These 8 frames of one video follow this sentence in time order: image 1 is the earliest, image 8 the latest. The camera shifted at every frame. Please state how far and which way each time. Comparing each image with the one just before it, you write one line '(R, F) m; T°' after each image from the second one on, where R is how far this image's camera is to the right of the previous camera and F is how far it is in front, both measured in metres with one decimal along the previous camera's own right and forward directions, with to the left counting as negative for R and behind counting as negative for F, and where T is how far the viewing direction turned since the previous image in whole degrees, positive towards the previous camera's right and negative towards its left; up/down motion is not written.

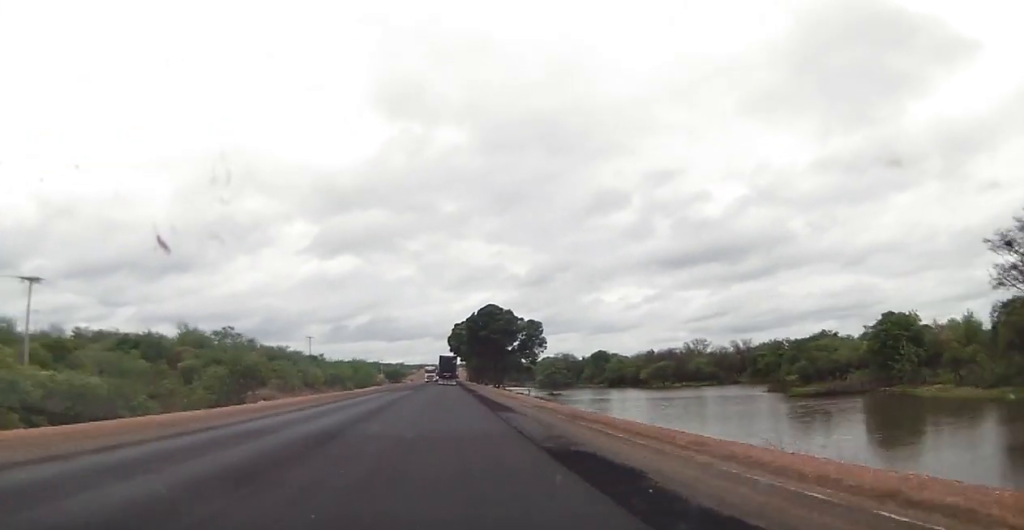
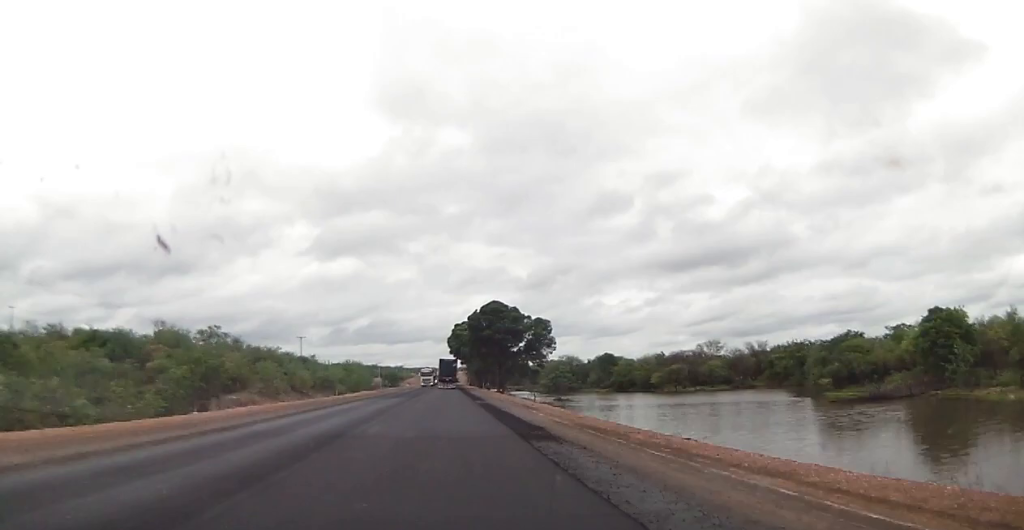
(+0.1, +11.2) m; -1°
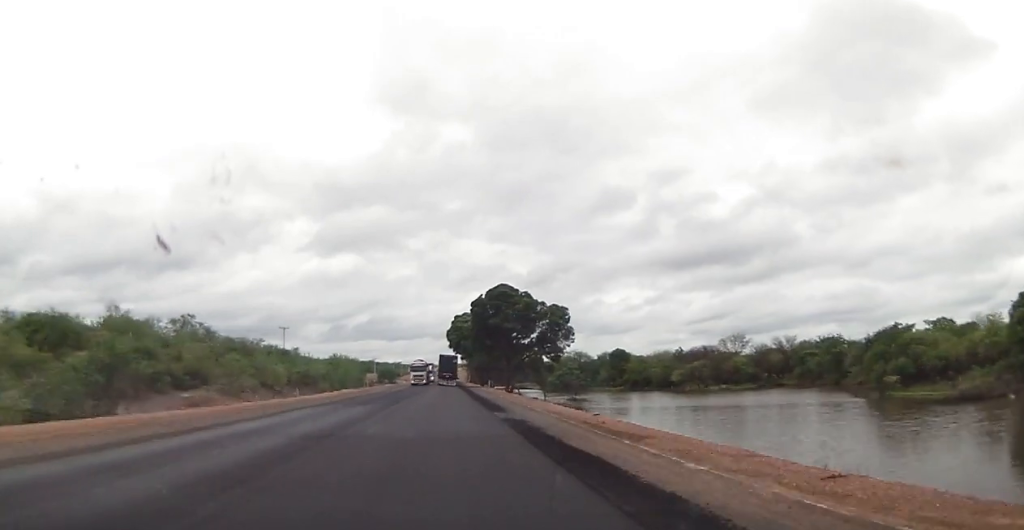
(-0.2, +18.1) m; 0°
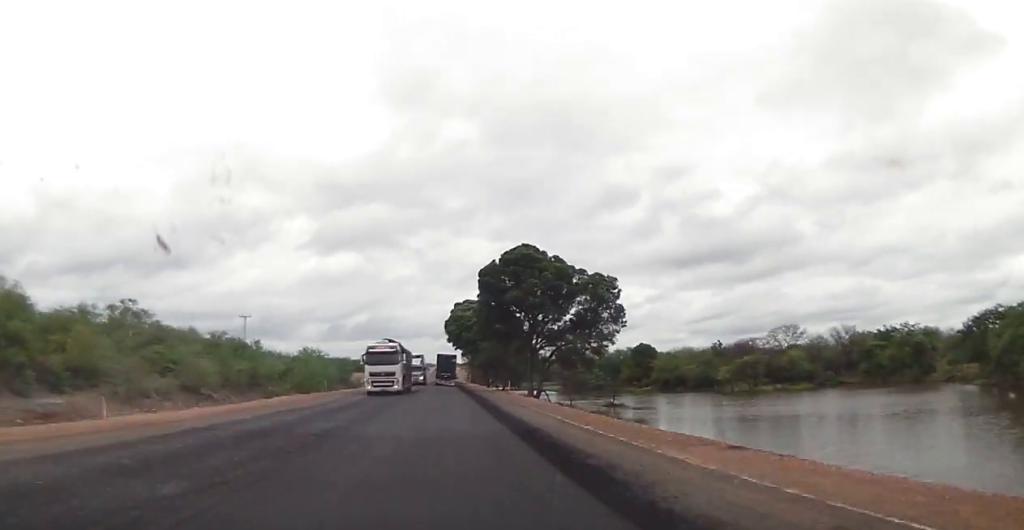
(+0.1, +30.3) m; +1°
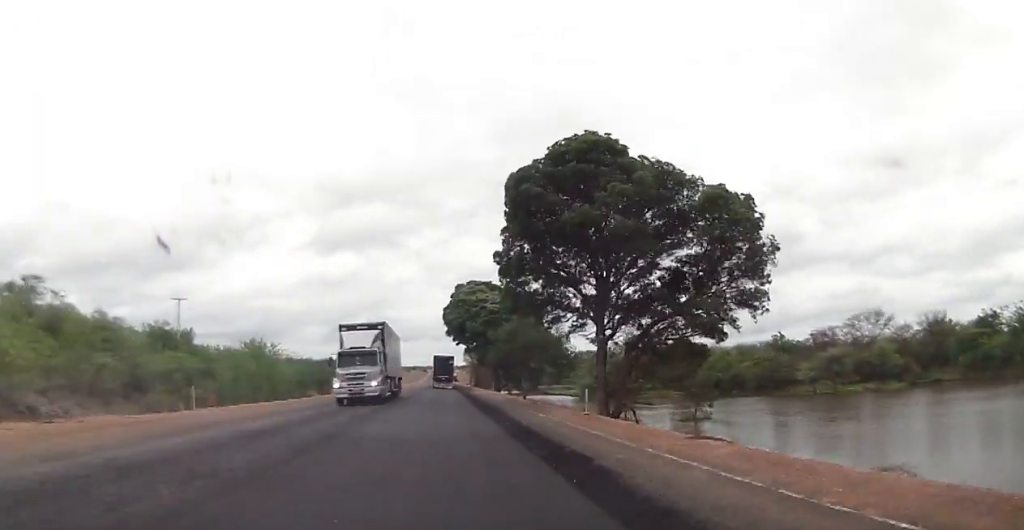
(+0.3, +33.1) m; -1°
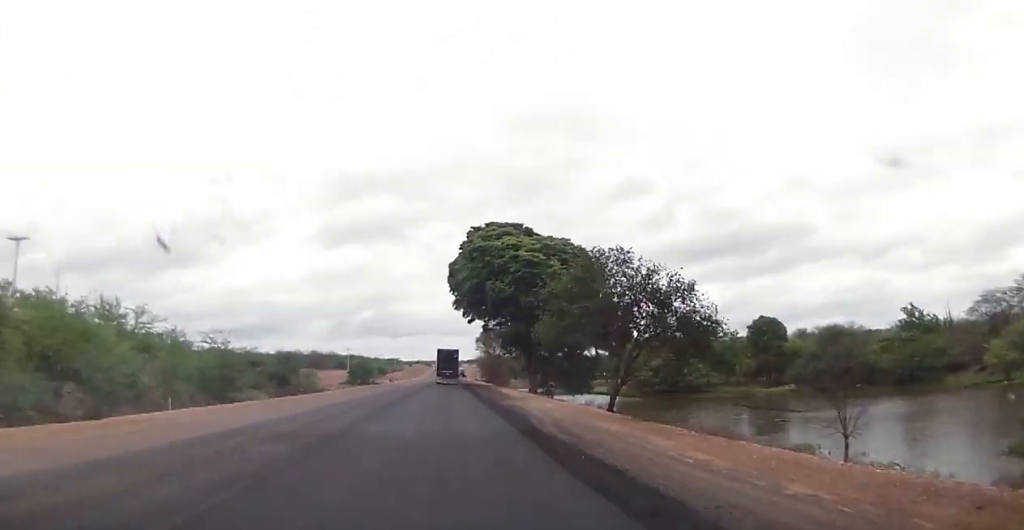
(-0.4, +42.4) m; 0°
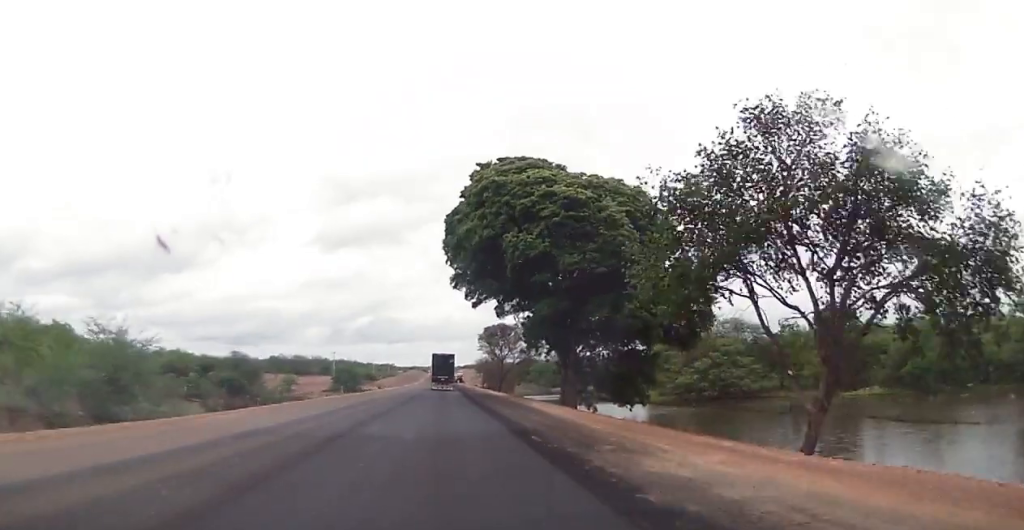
(+0.3, +24.8) m; 0°
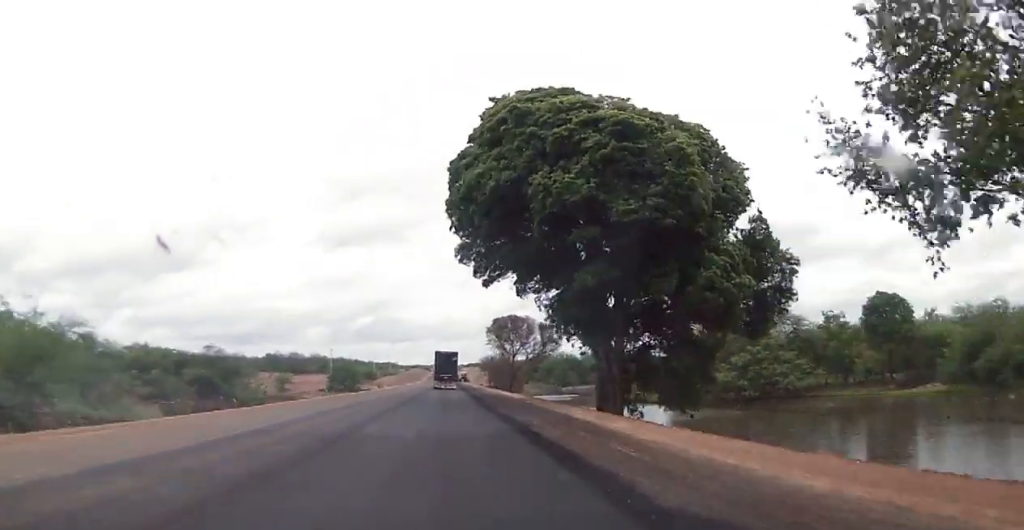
(+0.1, +12.4) m; -1°
